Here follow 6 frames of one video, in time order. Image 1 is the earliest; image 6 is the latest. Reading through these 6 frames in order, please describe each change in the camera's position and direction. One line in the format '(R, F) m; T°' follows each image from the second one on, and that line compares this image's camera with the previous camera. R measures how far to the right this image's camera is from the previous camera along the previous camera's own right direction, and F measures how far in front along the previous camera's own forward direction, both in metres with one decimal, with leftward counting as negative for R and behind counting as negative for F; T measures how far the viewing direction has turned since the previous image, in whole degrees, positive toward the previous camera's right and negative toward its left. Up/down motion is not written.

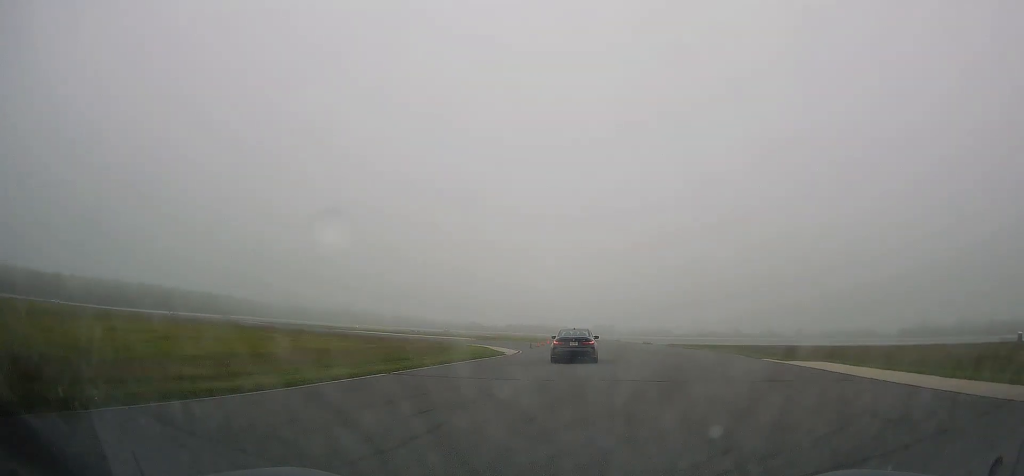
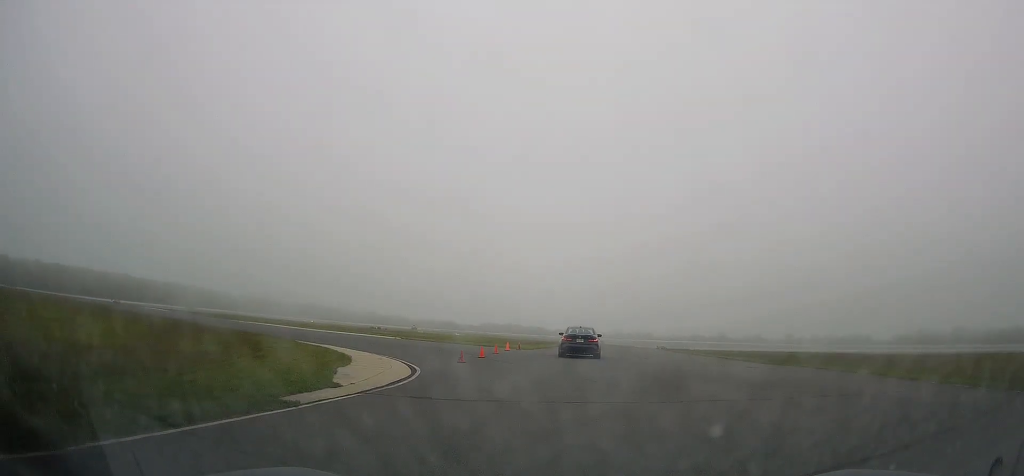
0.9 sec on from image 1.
(+0.5, +24.1) m; +2°
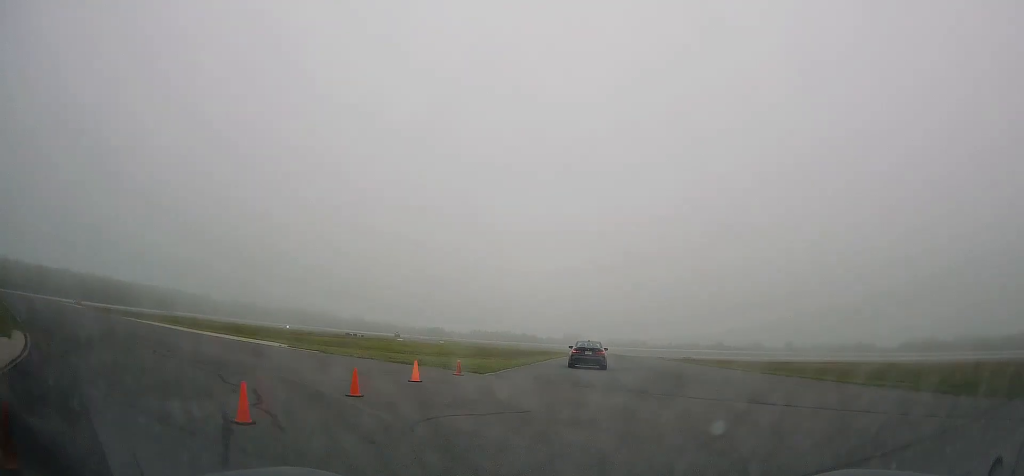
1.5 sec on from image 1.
(+0.2, +18.5) m; +1°
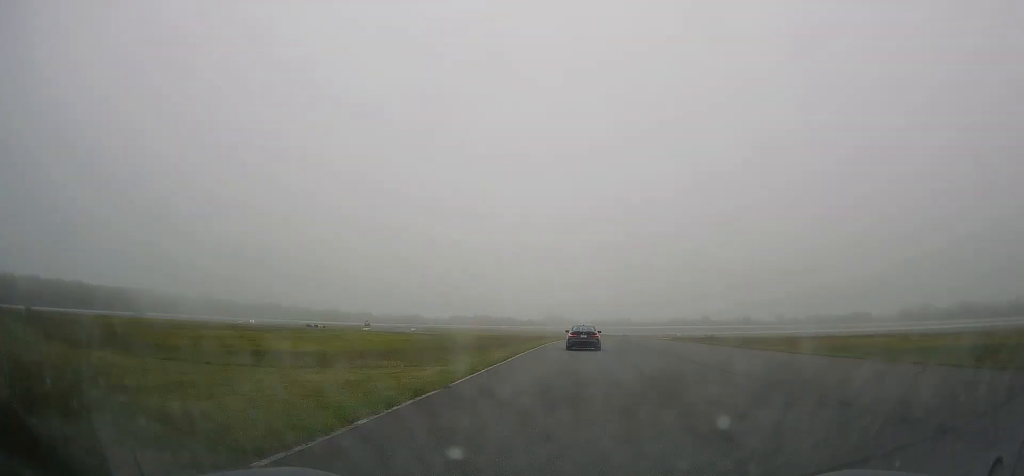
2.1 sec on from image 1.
(+0.1, +18.5) m; +1°
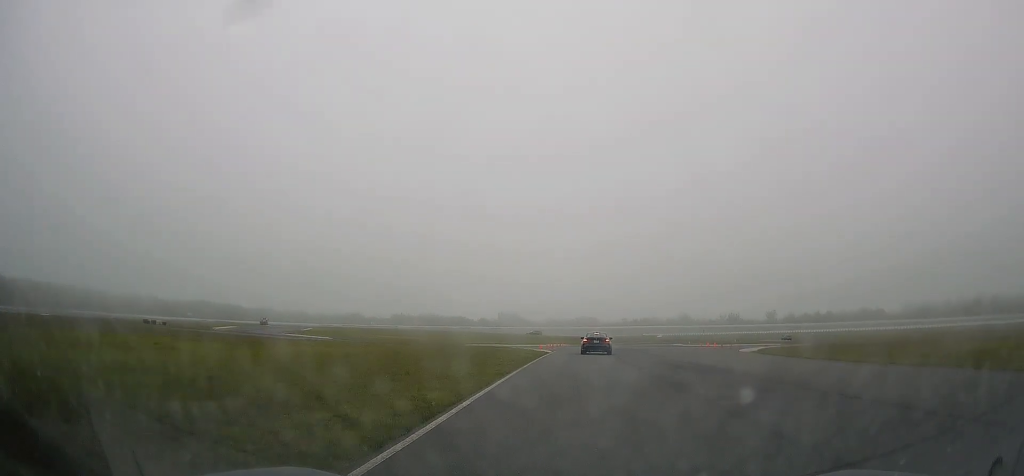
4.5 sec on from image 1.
(+2.5, +66.6) m; +4°
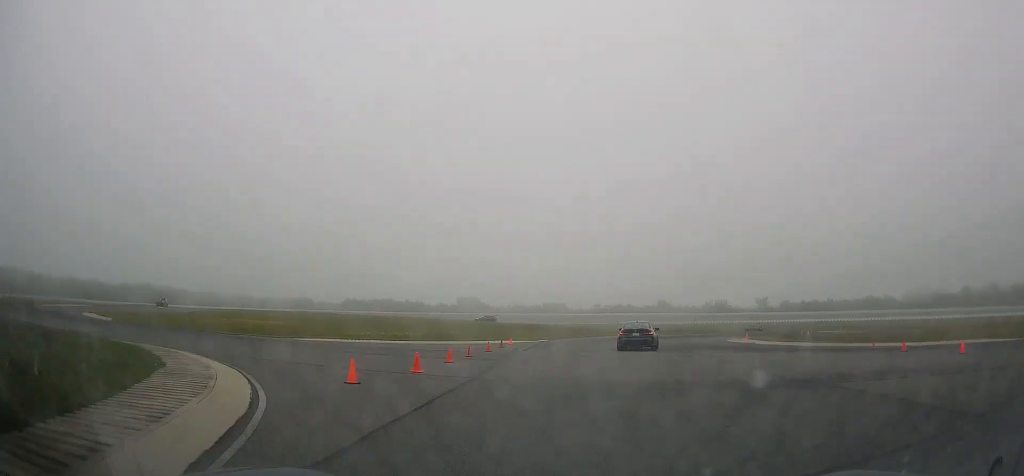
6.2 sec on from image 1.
(+1.8, +45.4) m; +6°
